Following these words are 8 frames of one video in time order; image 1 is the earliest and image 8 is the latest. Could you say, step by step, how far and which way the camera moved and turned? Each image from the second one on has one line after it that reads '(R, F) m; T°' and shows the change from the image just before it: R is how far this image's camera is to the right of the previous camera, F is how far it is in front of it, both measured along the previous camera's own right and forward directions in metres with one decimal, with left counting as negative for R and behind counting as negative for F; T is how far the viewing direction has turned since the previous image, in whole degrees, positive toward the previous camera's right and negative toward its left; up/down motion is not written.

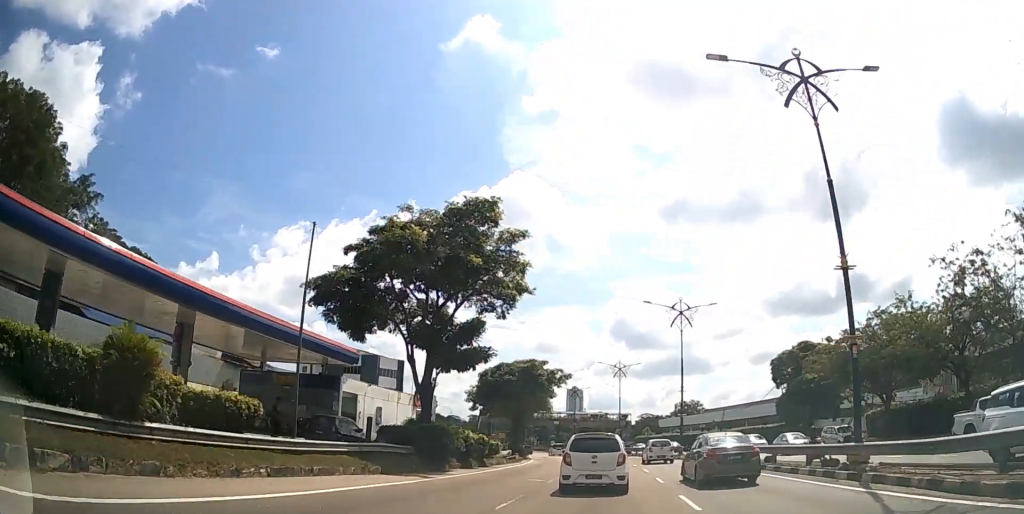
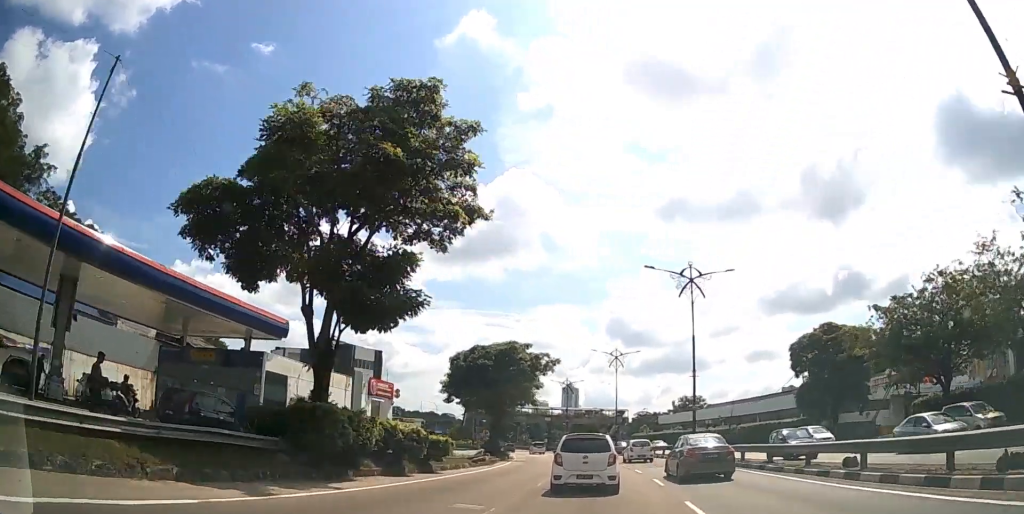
(0.0, +8.4) m; 0°
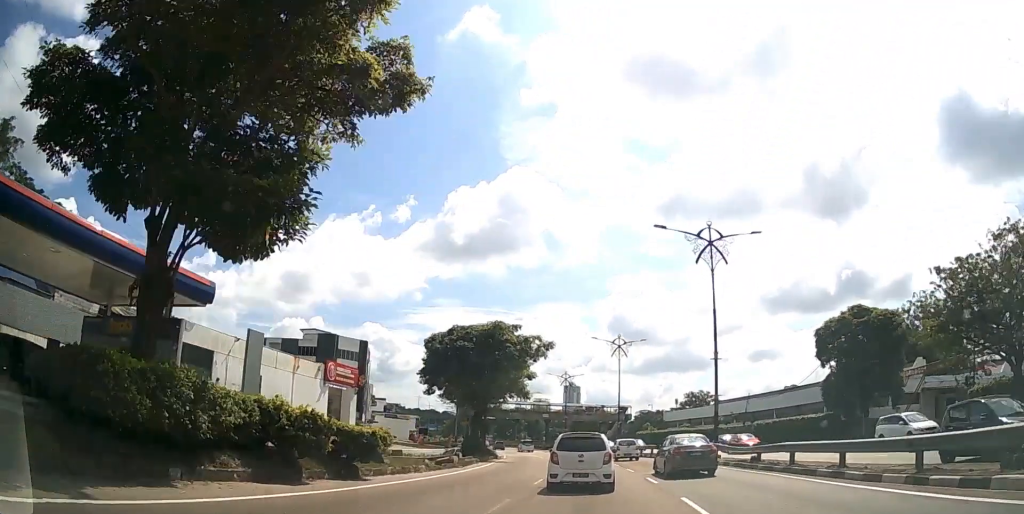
(0.0, +7.0) m; 0°
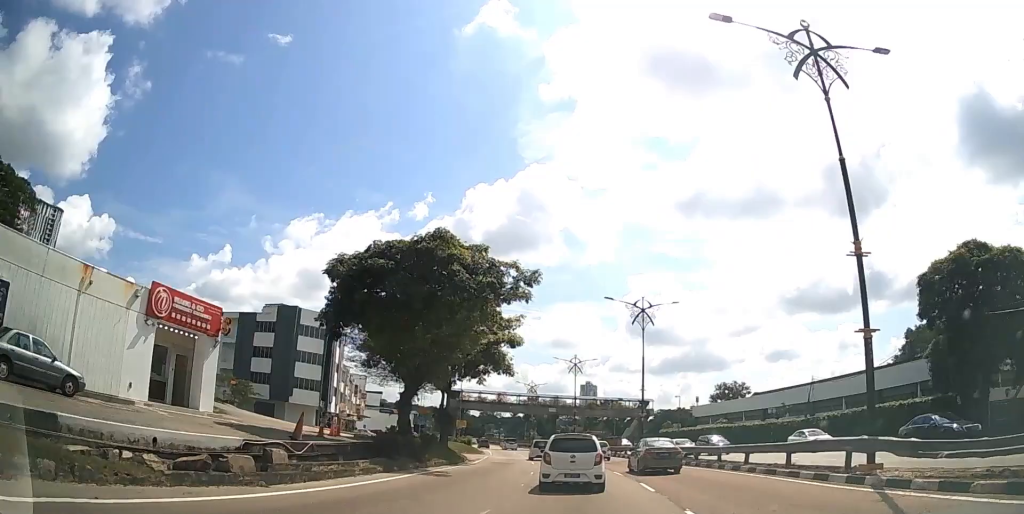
(-0.2, +16.4) m; -2°
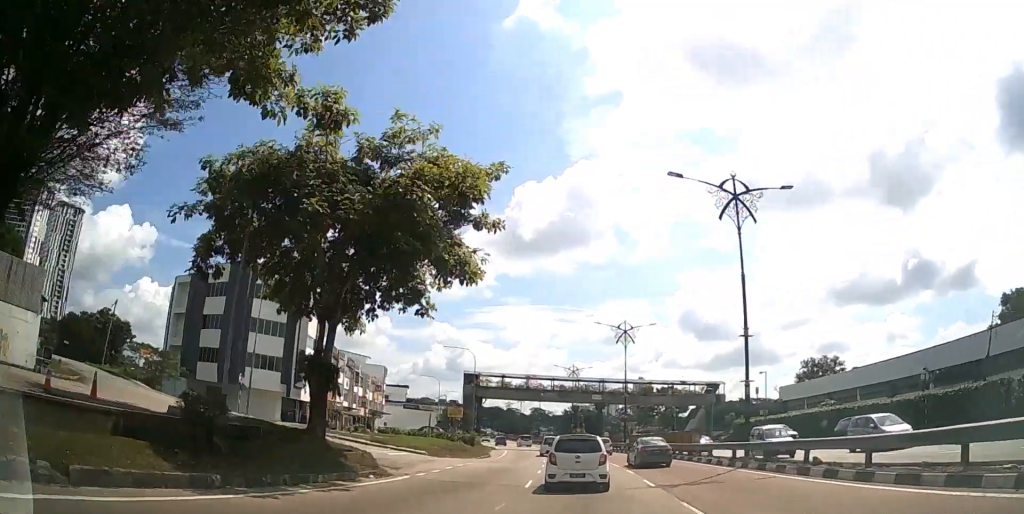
(-0.8, +20.5) m; -5°
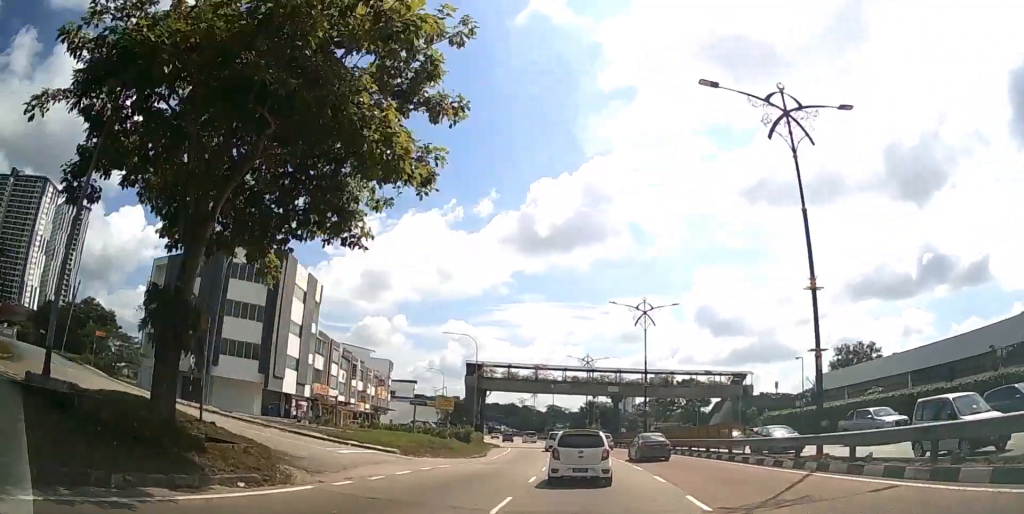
(-0.2, +6.5) m; -2°
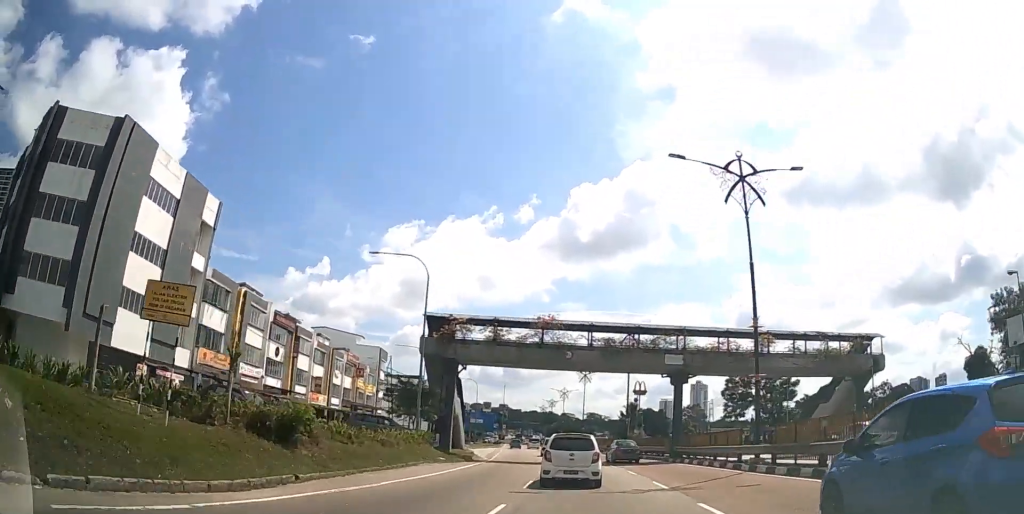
(-1.2, +26.7) m; -5°
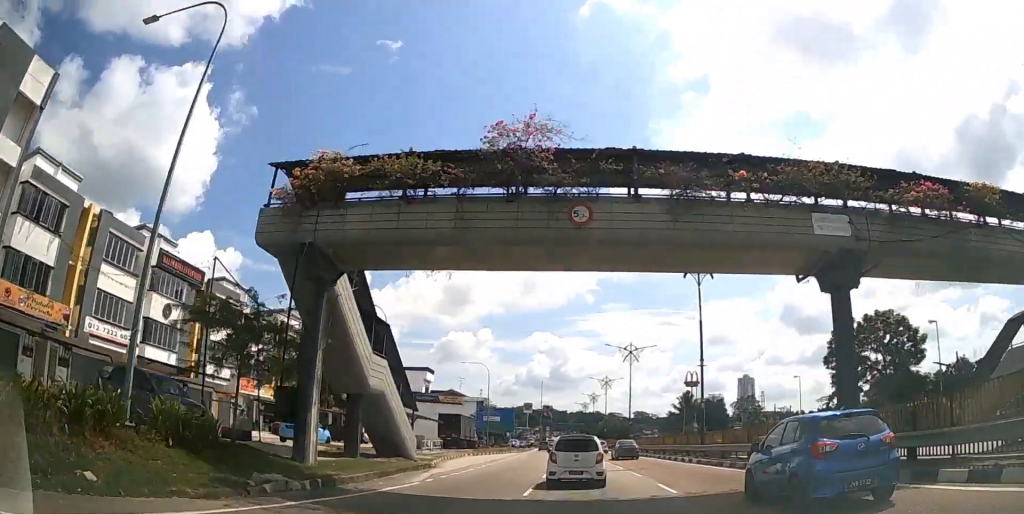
(-0.7, +21.5) m; -4°
